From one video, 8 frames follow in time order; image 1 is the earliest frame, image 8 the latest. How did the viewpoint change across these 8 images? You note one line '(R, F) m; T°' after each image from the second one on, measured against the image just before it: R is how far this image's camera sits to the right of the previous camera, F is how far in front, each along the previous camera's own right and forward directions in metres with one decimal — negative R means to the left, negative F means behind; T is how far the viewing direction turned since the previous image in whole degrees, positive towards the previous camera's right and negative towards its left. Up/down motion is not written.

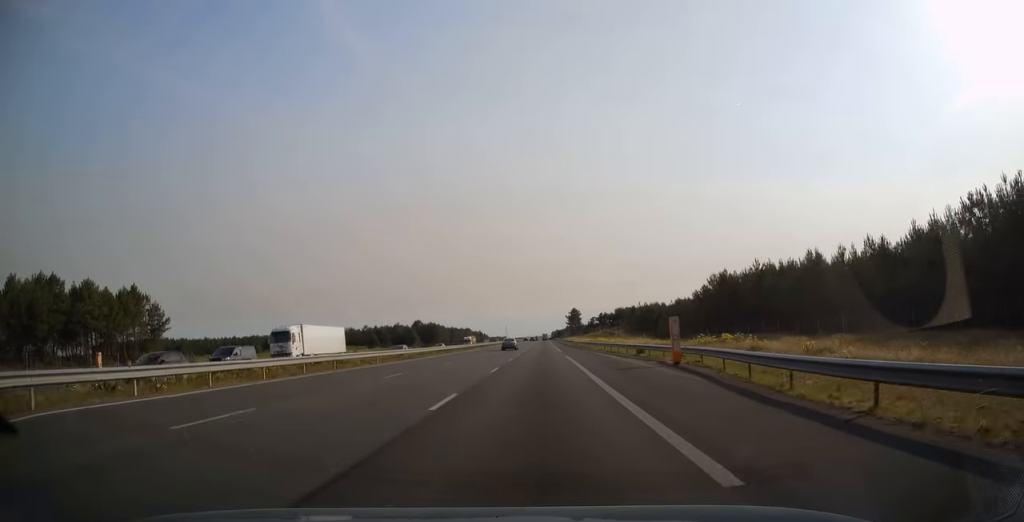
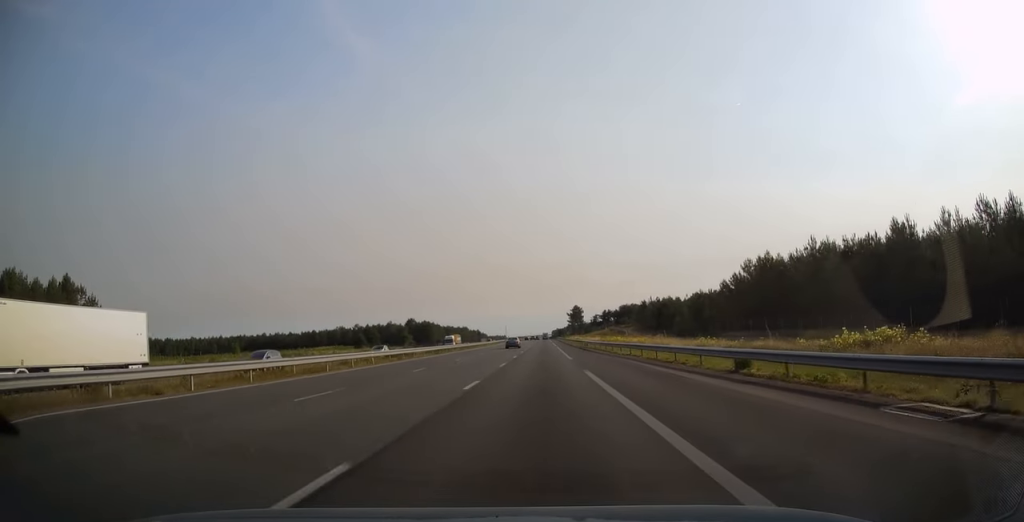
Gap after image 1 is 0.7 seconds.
(-0.1, +21.2) m; 0°
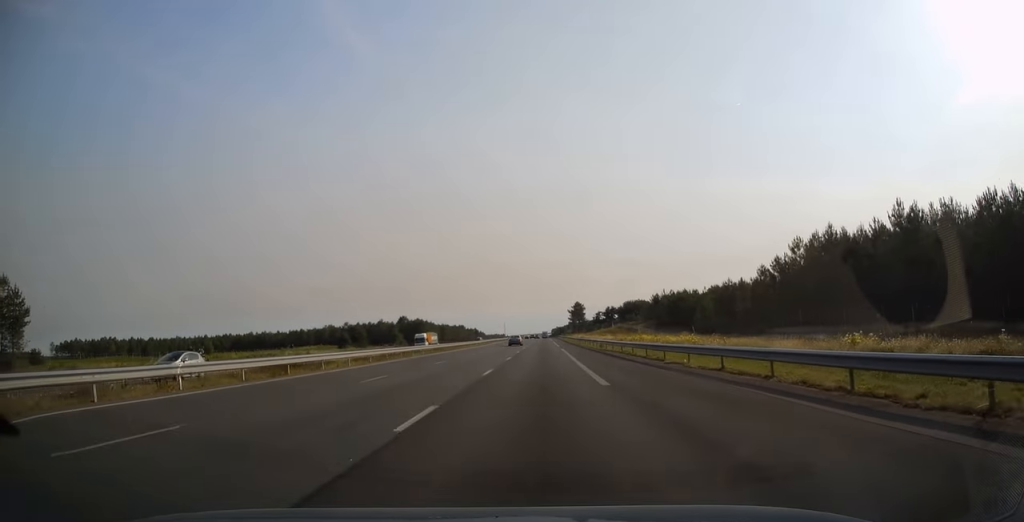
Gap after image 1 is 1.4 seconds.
(0.0, +20.8) m; 0°
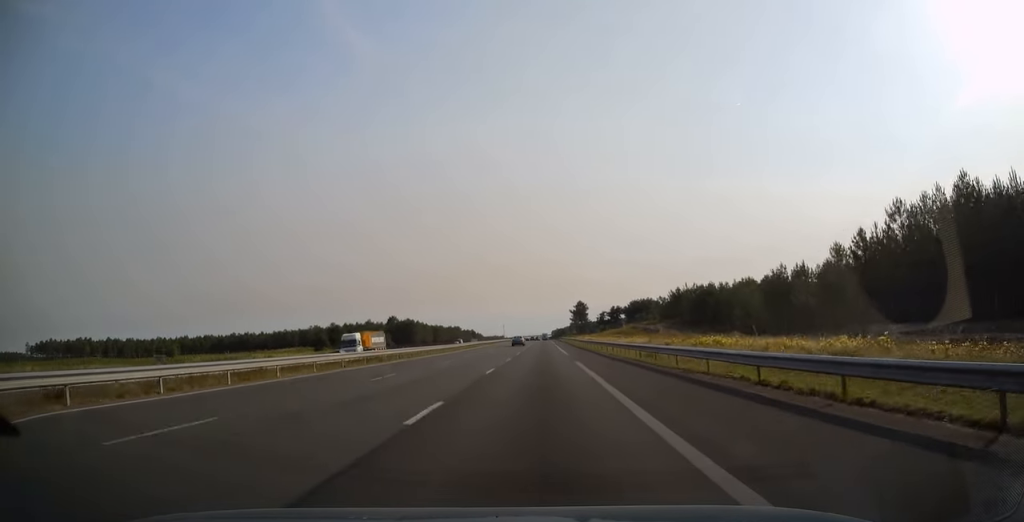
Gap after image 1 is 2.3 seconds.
(0.0, +25.2) m; 0°
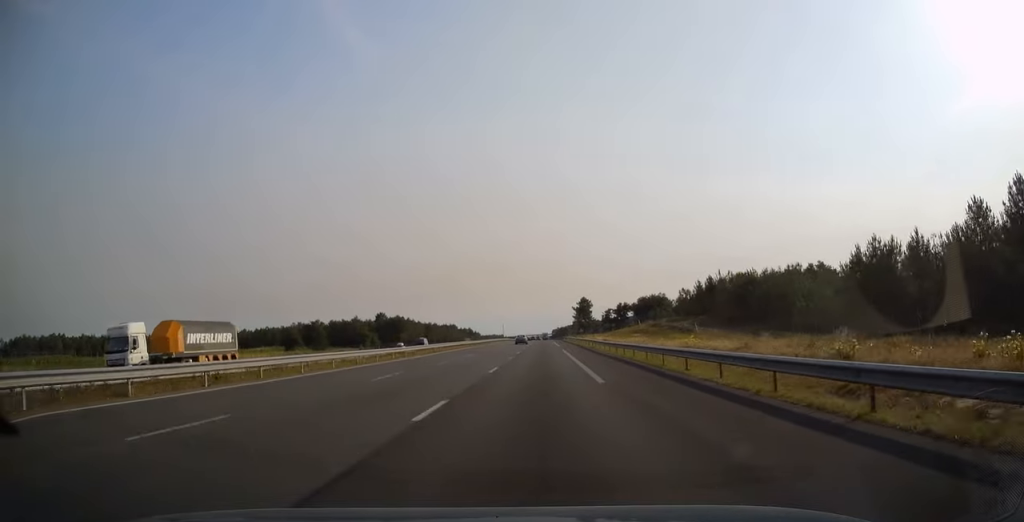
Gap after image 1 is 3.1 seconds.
(0.0, +25.6) m; 0°
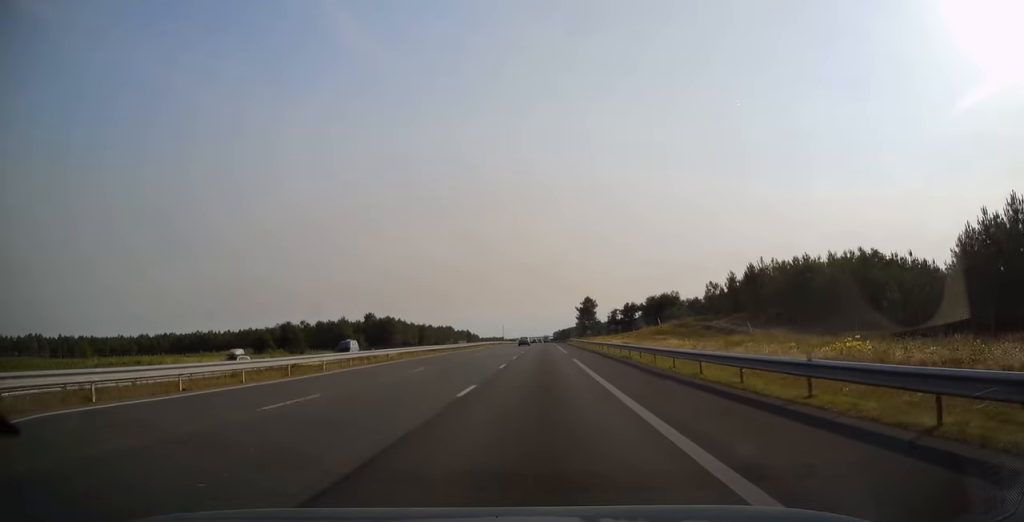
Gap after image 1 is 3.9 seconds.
(0.0, +21.6) m; 0°
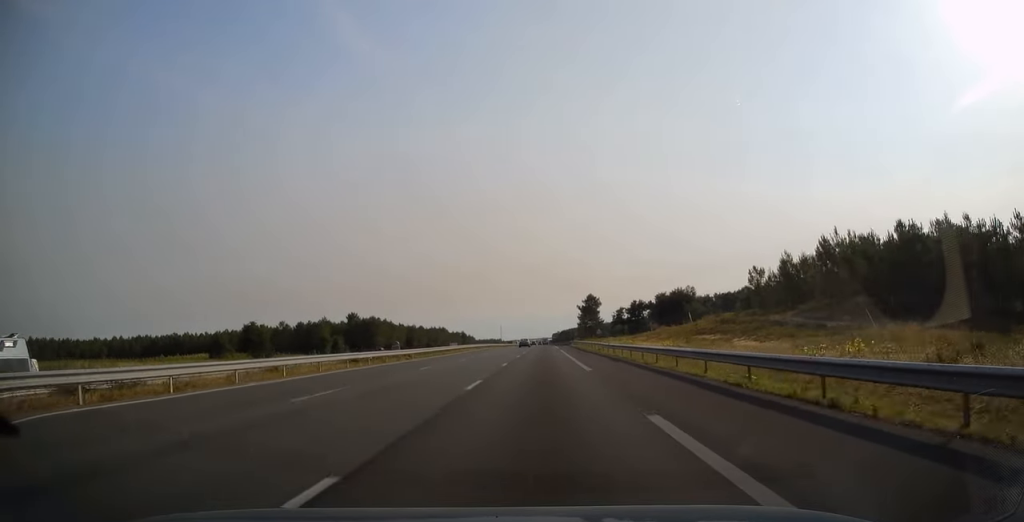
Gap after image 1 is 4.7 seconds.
(0.0, +24.6) m; 0°
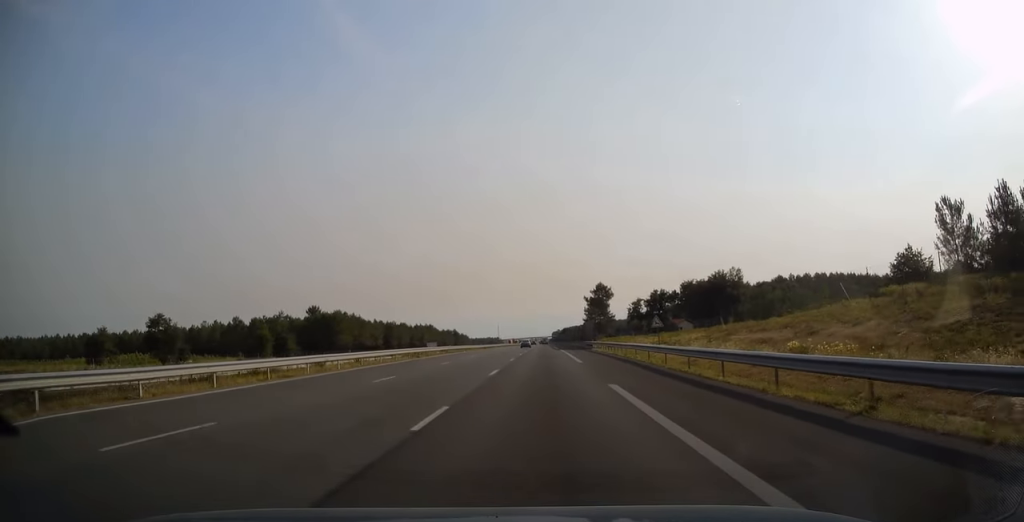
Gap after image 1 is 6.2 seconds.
(0.0, +45.8) m; 0°
